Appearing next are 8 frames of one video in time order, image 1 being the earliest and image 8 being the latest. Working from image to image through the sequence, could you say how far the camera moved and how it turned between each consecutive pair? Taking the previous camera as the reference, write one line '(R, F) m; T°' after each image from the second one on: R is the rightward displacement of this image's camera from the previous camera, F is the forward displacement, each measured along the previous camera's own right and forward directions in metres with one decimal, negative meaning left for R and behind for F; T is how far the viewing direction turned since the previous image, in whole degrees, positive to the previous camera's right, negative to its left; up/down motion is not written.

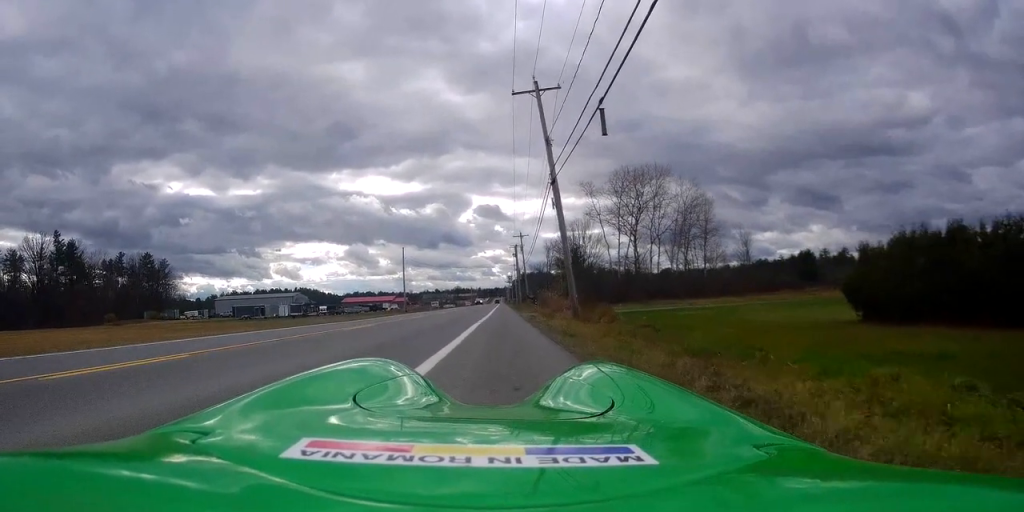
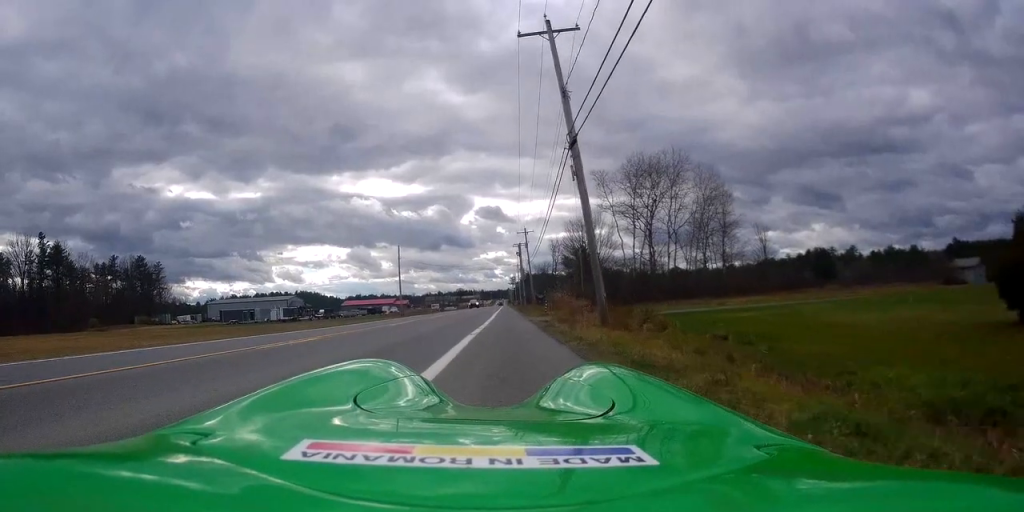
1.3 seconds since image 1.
(+0.2, +6.7) m; +3°
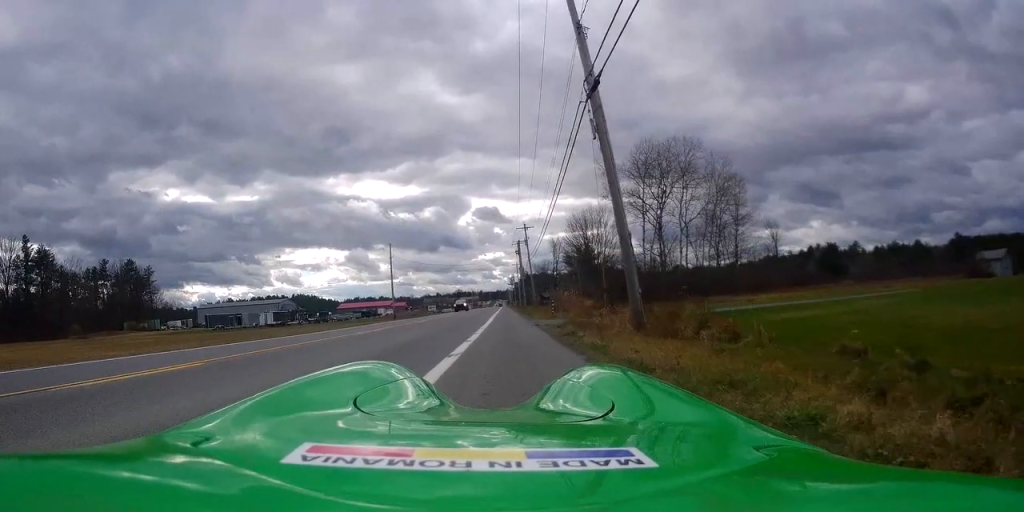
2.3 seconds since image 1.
(-0.1, +5.4) m; -4°
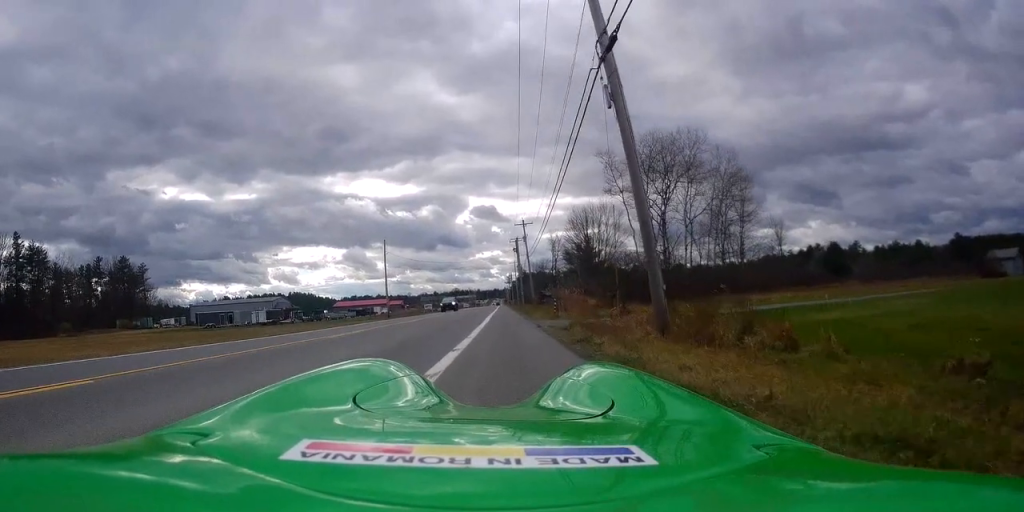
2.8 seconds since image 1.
(-0.1, +2.5) m; -1°
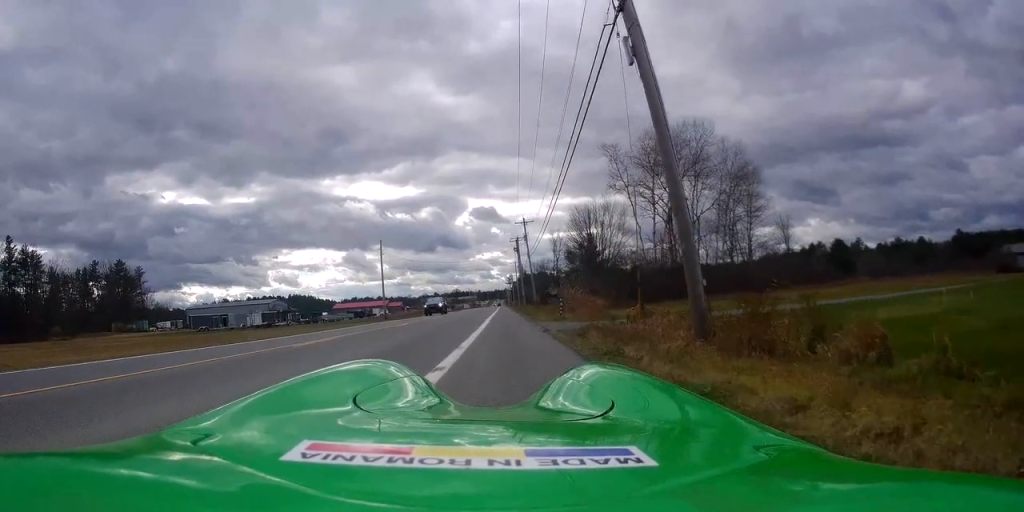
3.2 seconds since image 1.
(-0.1, +2.5) m; -1°
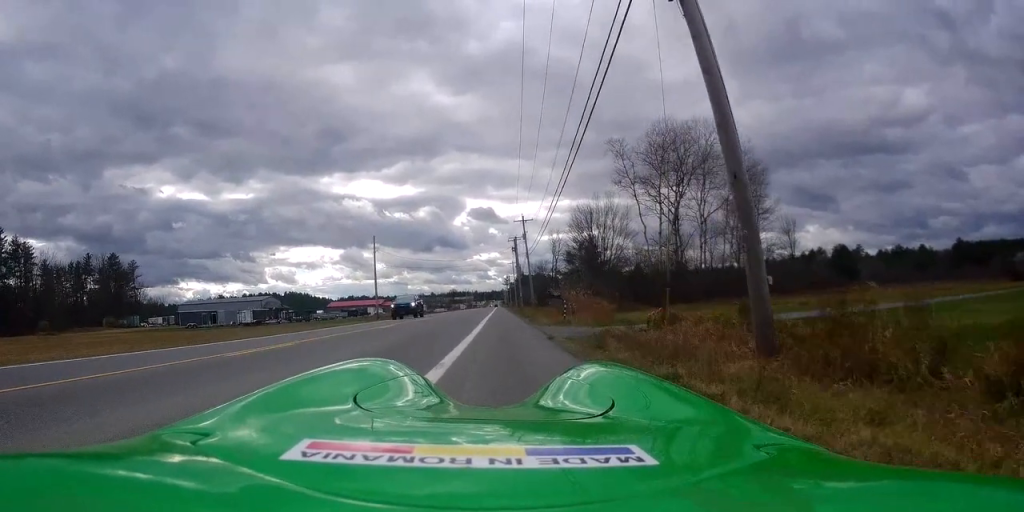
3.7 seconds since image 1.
(0.0, +2.8) m; +1°
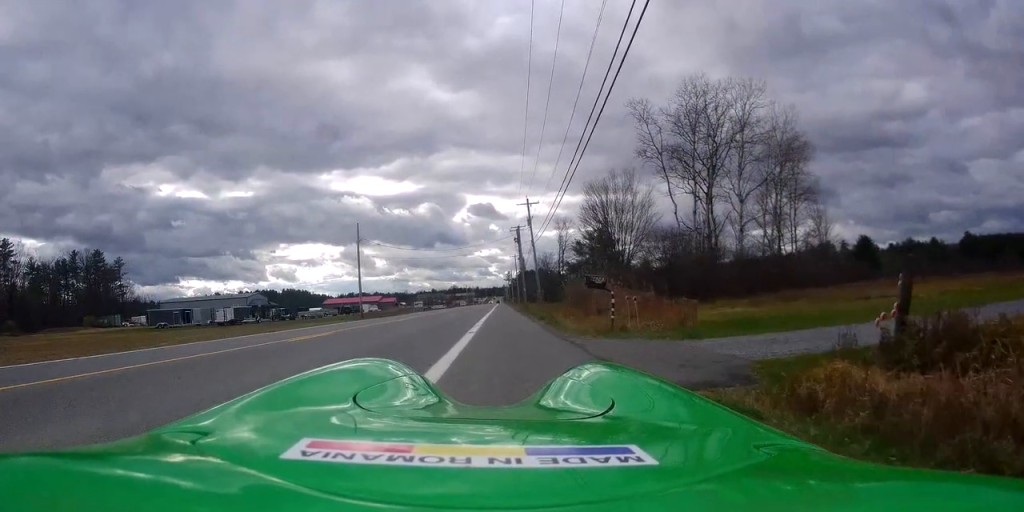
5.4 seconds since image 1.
(+0.4, +9.3) m; +6°
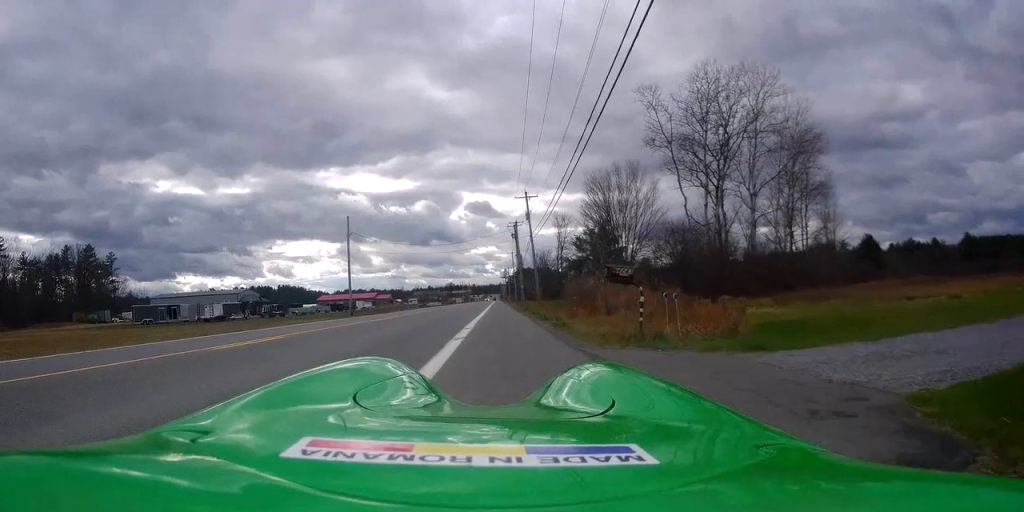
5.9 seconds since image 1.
(0.0, +3.0) m; 0°
